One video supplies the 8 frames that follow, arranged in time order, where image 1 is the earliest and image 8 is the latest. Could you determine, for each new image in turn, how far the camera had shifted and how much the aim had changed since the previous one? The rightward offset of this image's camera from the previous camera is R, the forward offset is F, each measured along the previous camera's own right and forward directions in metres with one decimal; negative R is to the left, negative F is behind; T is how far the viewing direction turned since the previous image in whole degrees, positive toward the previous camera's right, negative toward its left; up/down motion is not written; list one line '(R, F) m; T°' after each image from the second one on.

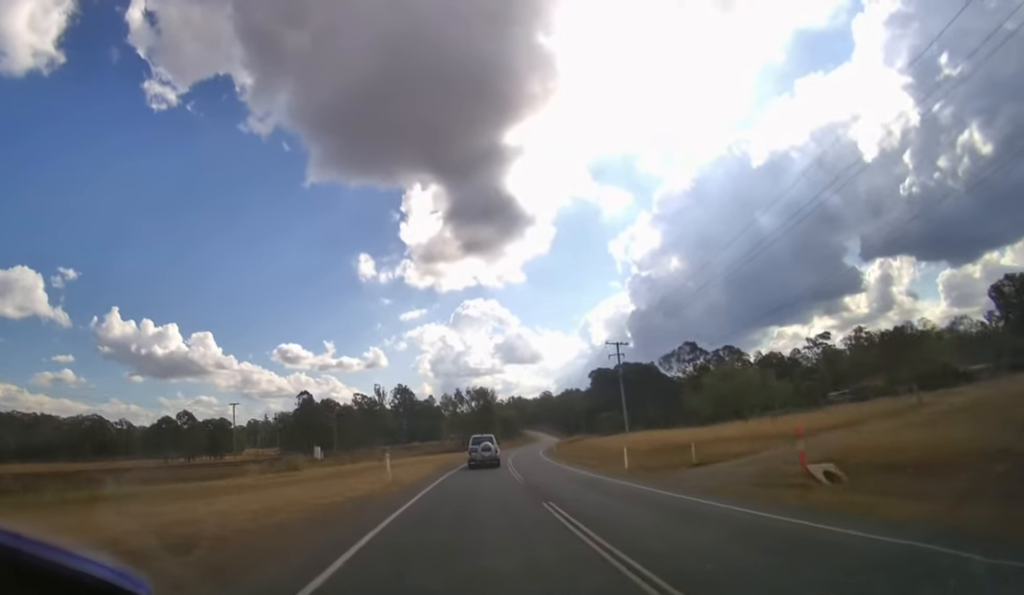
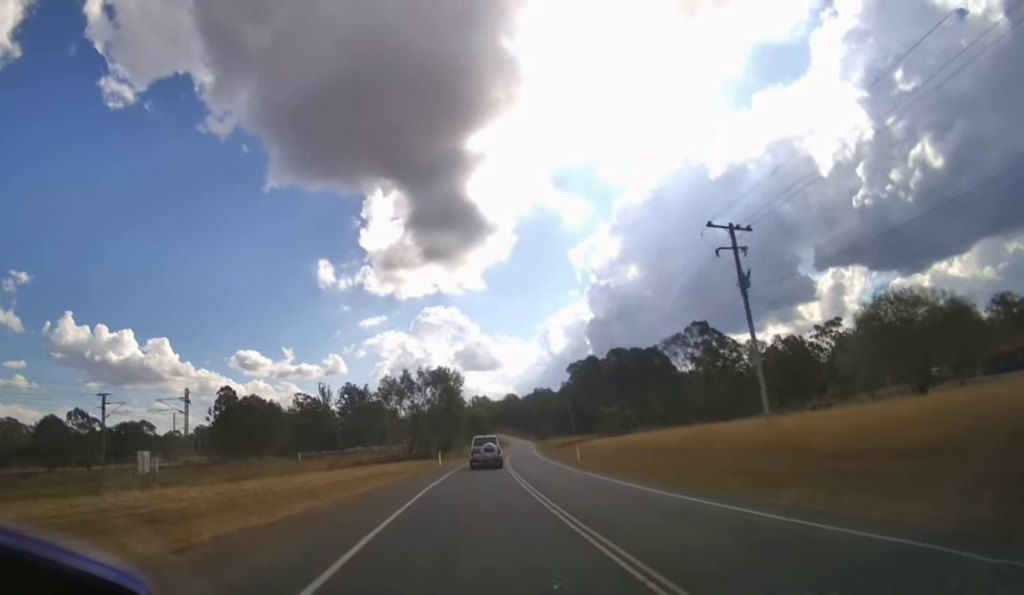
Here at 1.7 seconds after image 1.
(+1.2, +31.1) m; +5°
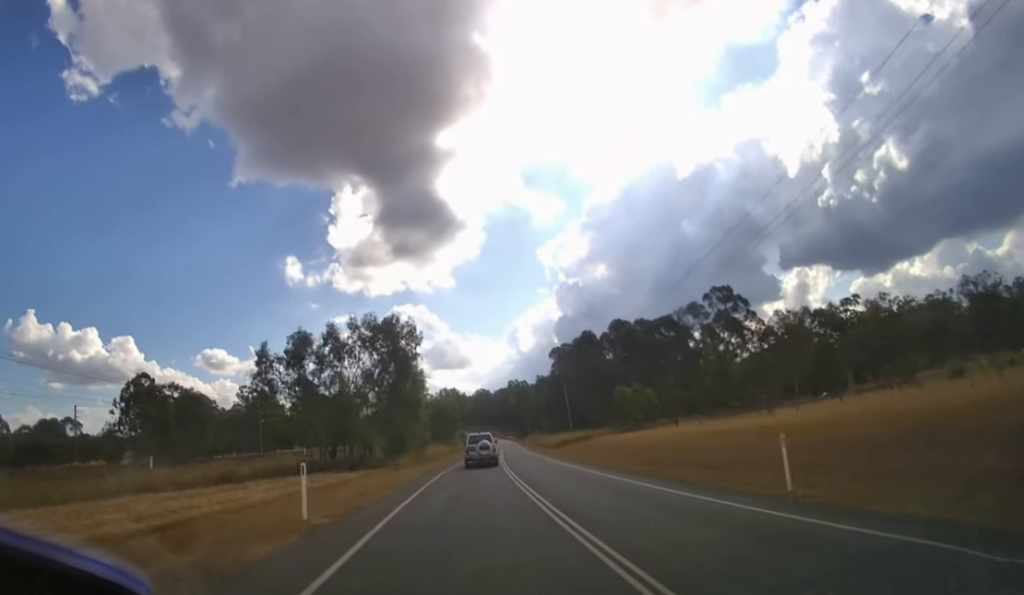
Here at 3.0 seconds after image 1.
(+1.2, +29.4) m; +4°
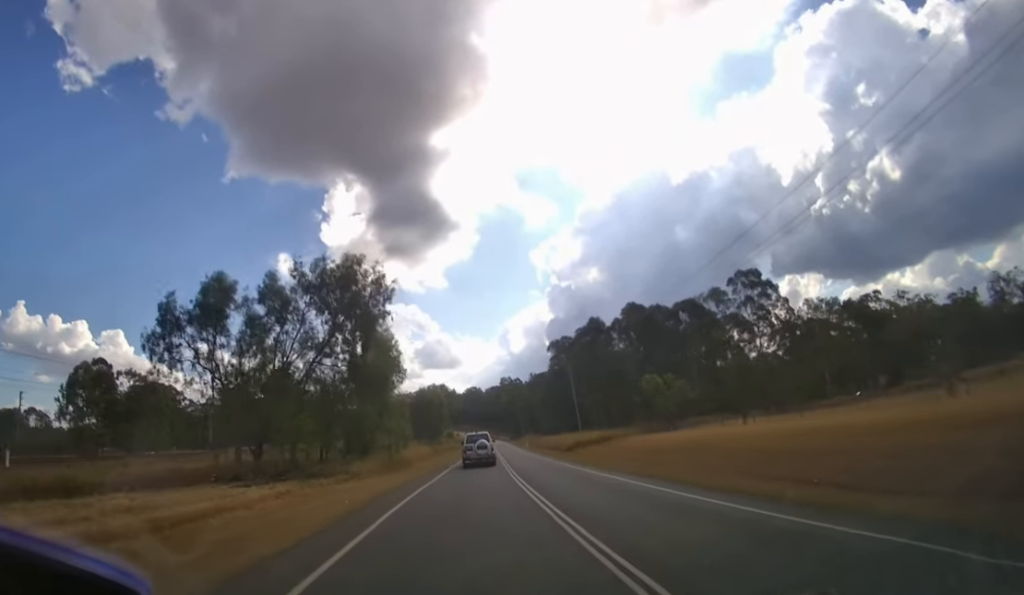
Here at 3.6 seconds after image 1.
(+0.1, +15.3) m; +1°
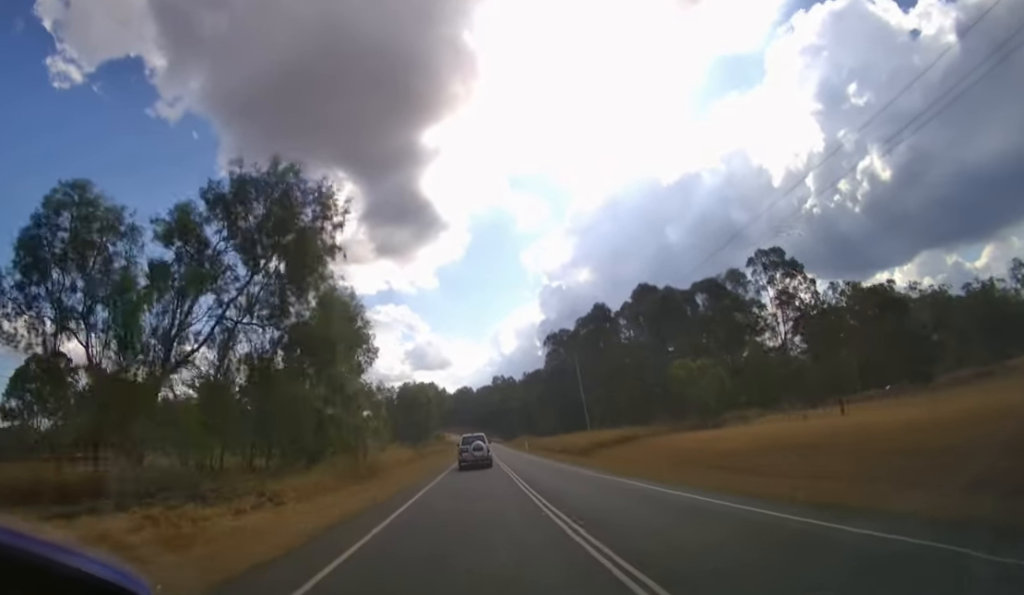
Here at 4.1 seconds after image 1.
(+0.2, +10.6) m; +1°
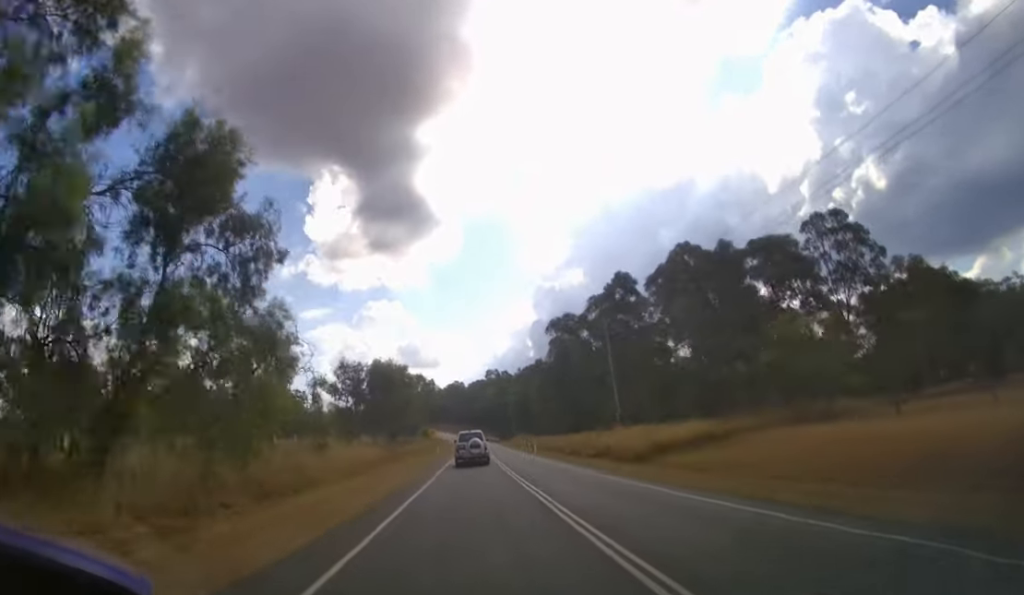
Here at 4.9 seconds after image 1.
(+0.2, +17.2) m; +1°
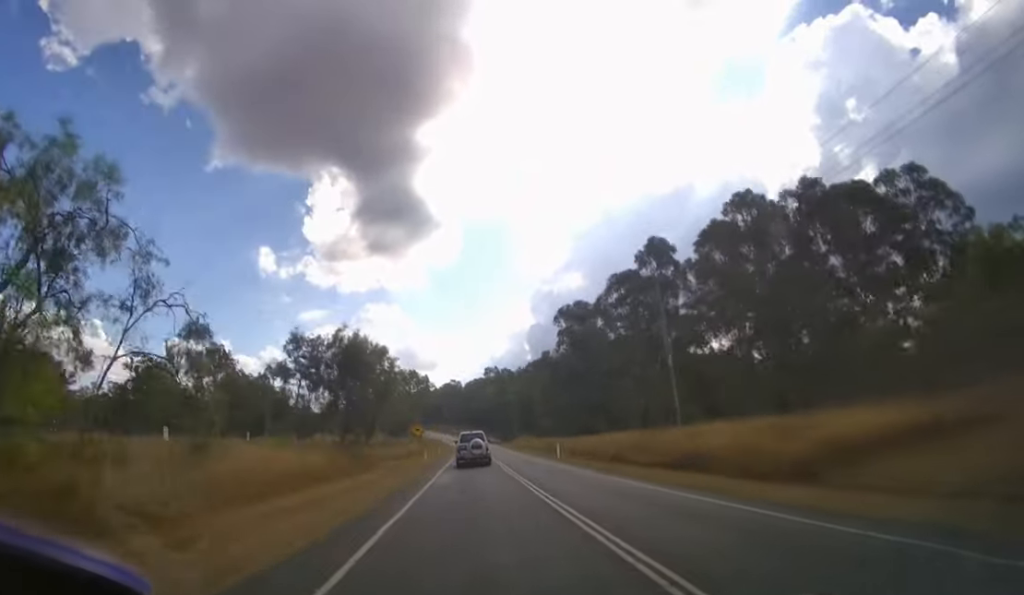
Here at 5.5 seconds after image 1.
(+0.2, +14.3) m; +1°
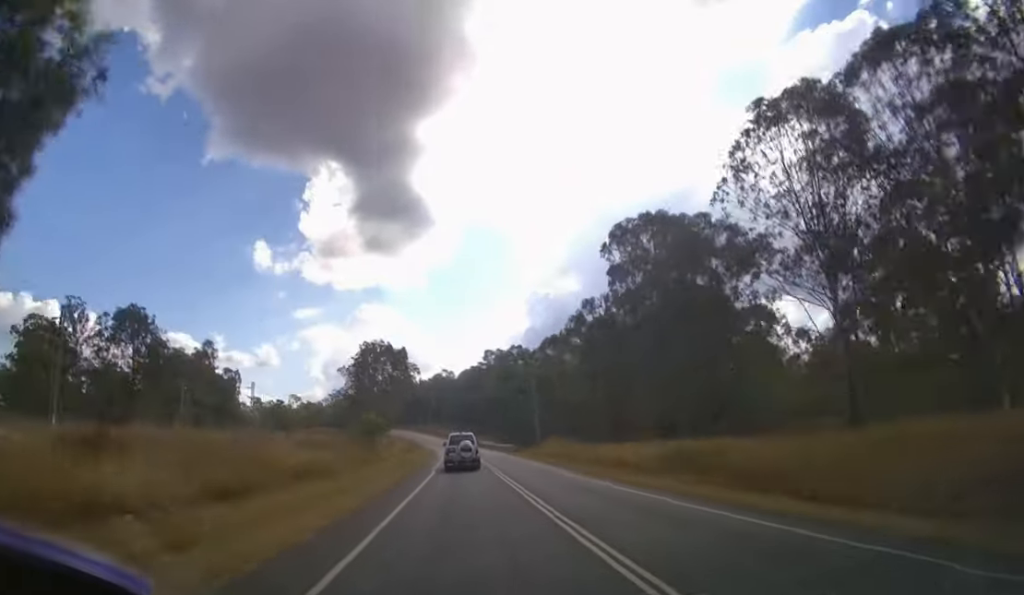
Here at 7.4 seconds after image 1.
(+0.4, +37.9) m; +1°
